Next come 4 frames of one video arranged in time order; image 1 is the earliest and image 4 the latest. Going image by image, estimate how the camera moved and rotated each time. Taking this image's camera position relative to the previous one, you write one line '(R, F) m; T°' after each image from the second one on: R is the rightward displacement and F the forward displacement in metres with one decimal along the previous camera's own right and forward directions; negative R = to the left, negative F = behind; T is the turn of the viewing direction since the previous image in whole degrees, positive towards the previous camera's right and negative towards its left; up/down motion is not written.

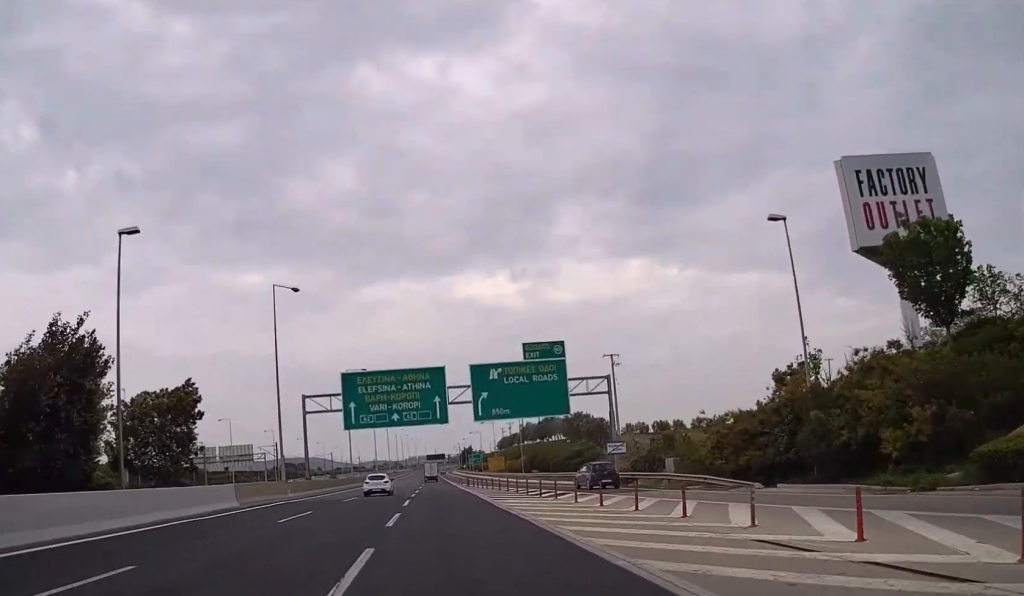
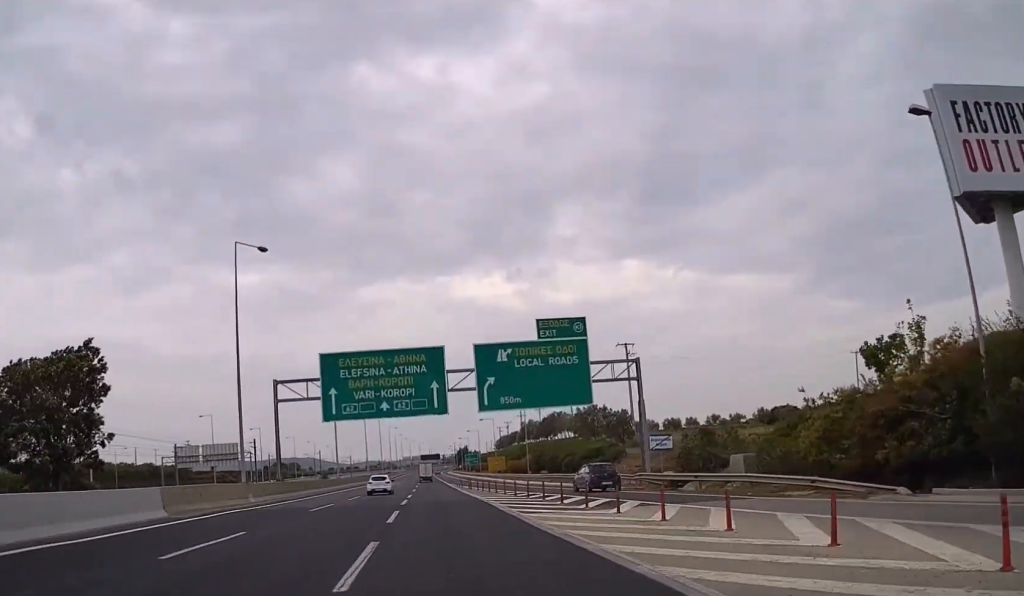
(0.0, +10.1) m; 0°
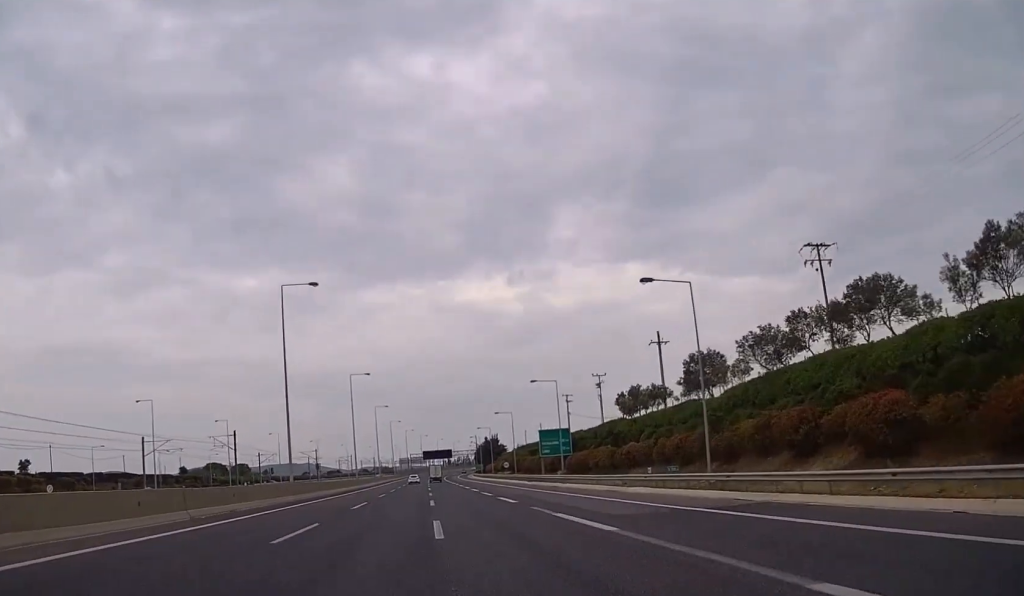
(-0.1, +136.0) m; 0°
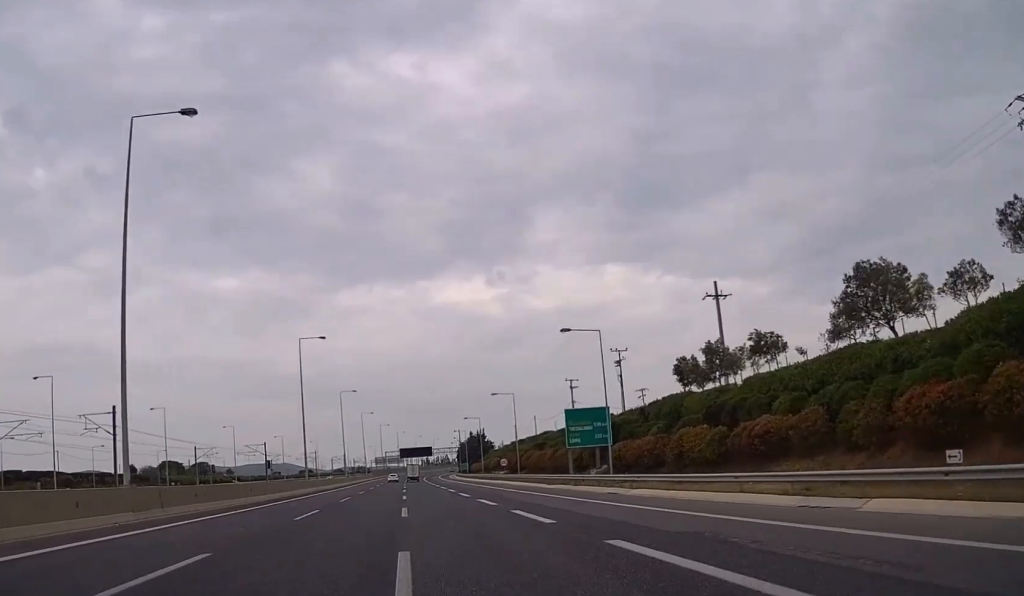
(+0.2, +26.9) m; +1°
